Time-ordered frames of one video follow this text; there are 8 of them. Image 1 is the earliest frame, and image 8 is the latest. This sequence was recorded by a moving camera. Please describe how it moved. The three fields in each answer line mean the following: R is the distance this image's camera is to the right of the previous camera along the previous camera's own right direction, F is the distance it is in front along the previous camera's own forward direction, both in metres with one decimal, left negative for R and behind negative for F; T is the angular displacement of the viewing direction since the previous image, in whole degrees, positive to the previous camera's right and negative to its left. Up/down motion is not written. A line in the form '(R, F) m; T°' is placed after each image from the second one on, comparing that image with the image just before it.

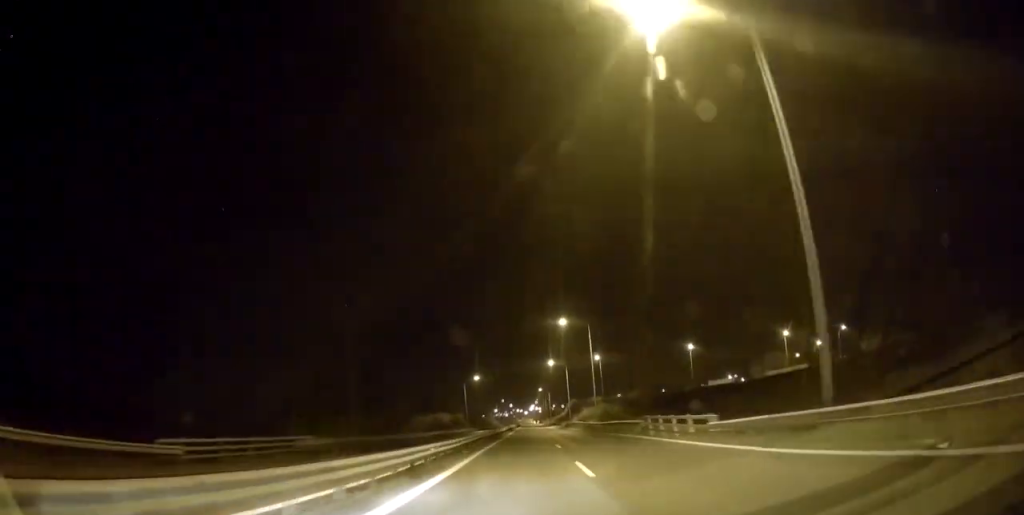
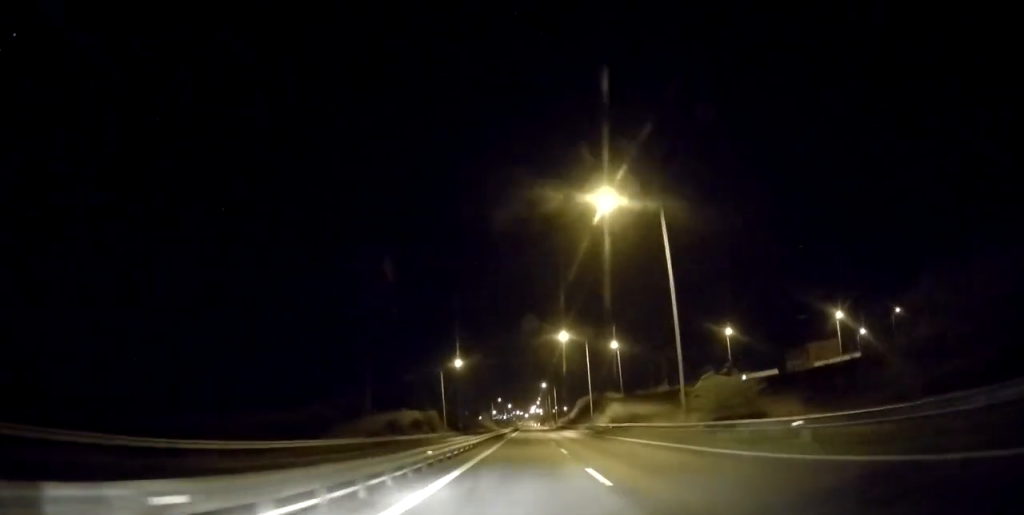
(0.0, +36.8) m; 0°
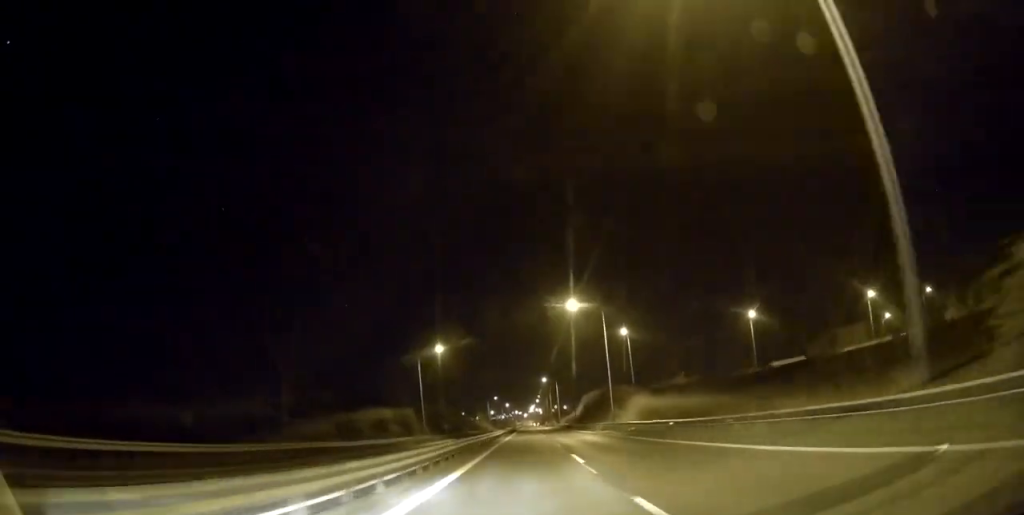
(-0.1, +19.7) m; 0°
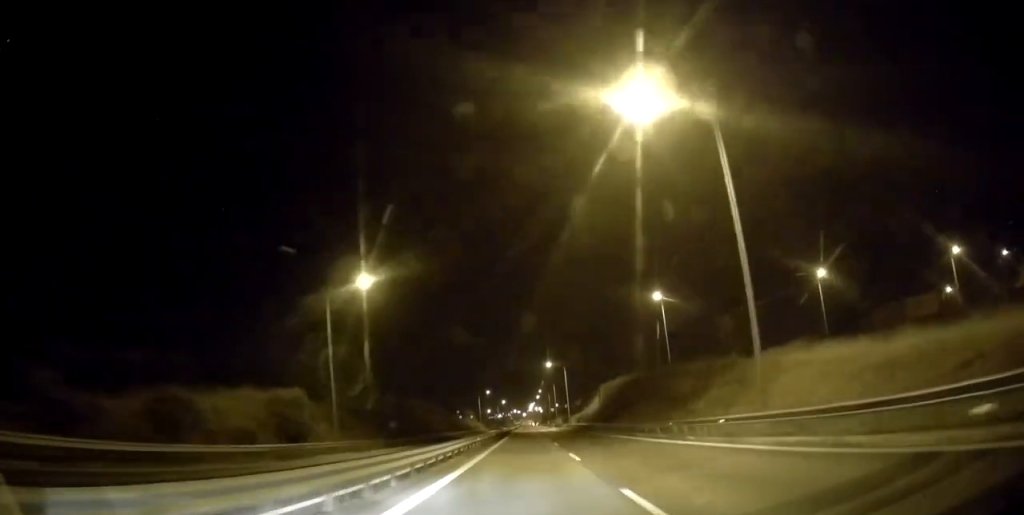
(-0.1, +36.8) m; 0°
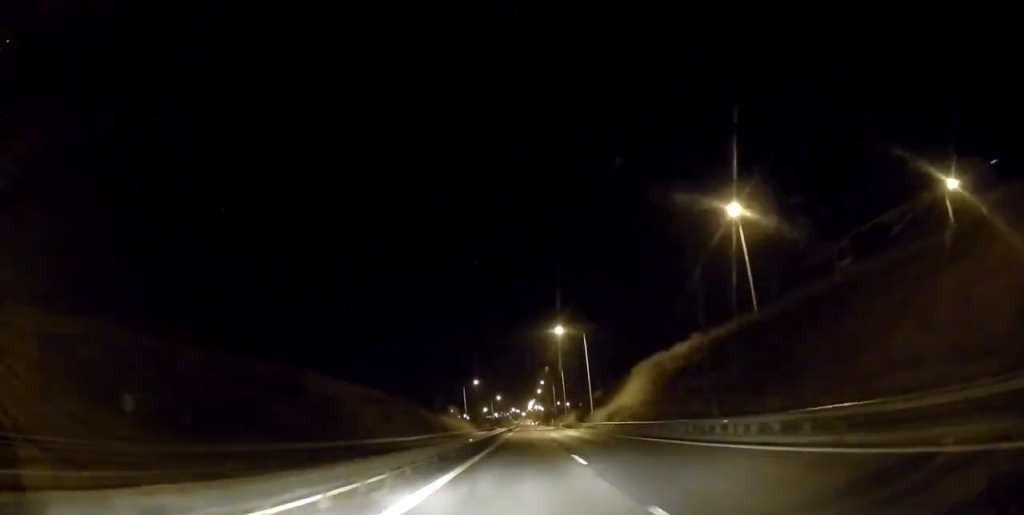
(+0.4, +40.5) m; +1°
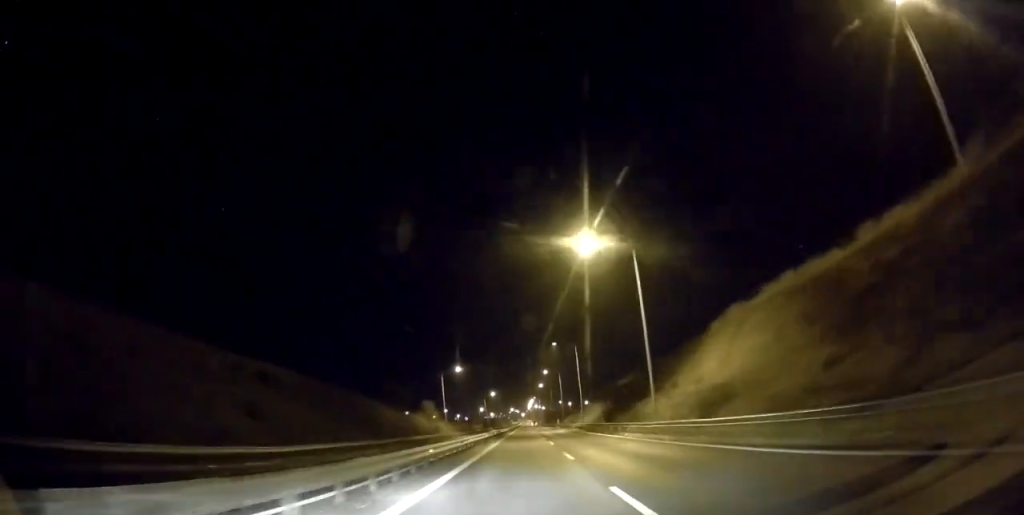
(+0.1, +35.0) m; -1°
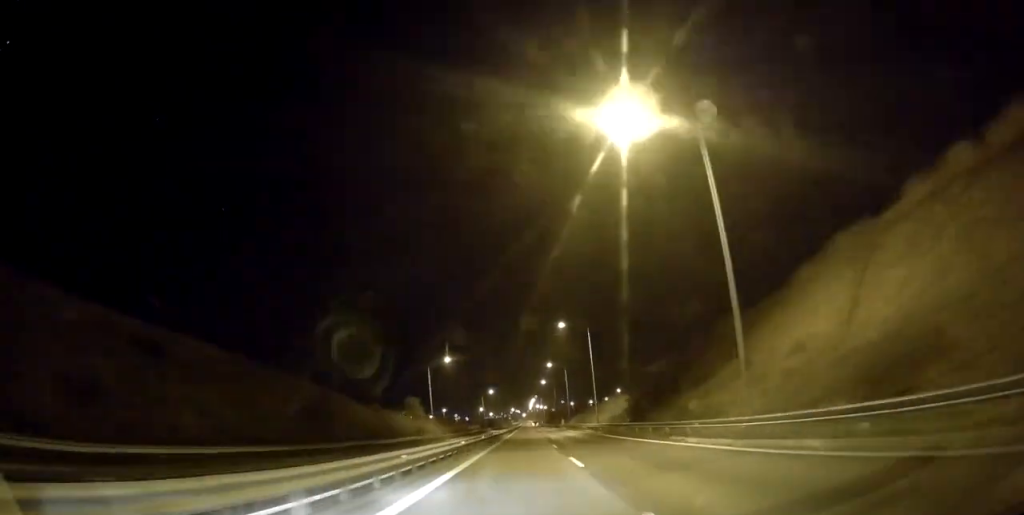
(-0.1, +15.5) m; 0°
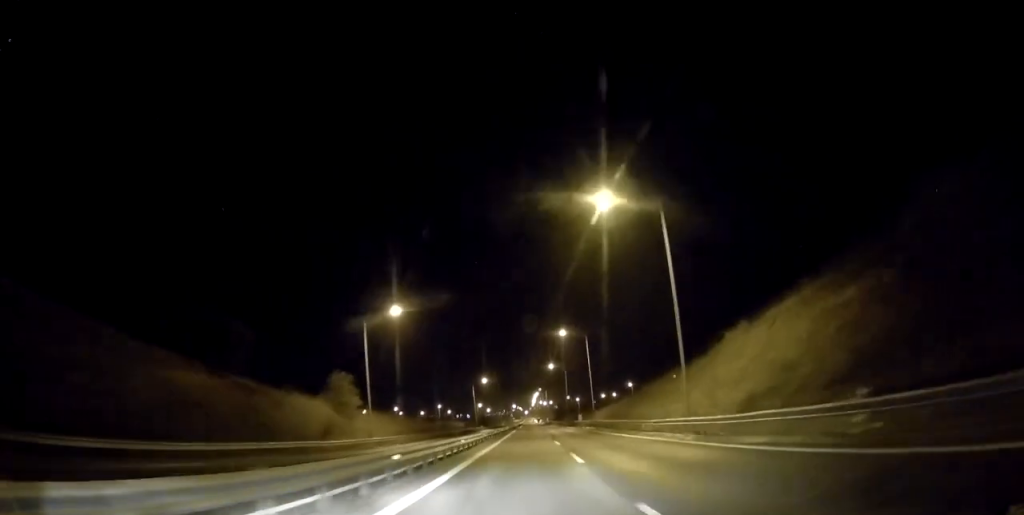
(-0.1, +36.6) m; 0°
